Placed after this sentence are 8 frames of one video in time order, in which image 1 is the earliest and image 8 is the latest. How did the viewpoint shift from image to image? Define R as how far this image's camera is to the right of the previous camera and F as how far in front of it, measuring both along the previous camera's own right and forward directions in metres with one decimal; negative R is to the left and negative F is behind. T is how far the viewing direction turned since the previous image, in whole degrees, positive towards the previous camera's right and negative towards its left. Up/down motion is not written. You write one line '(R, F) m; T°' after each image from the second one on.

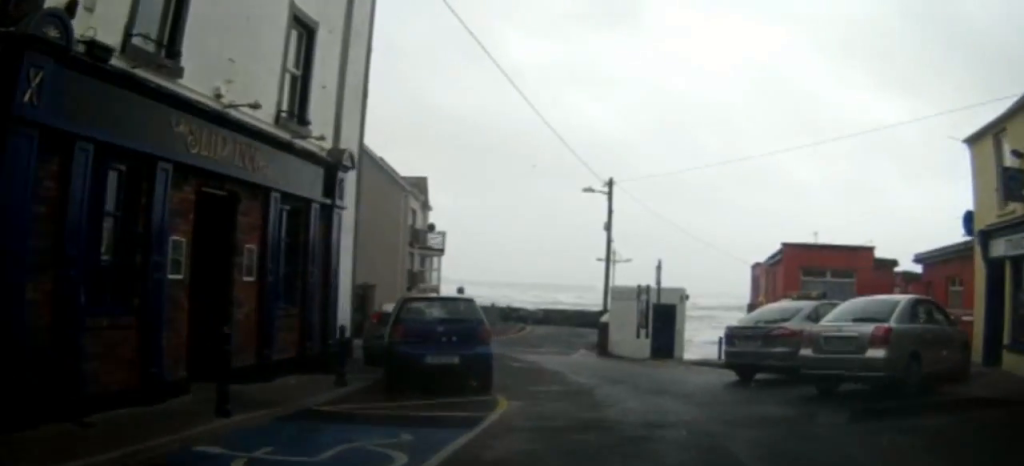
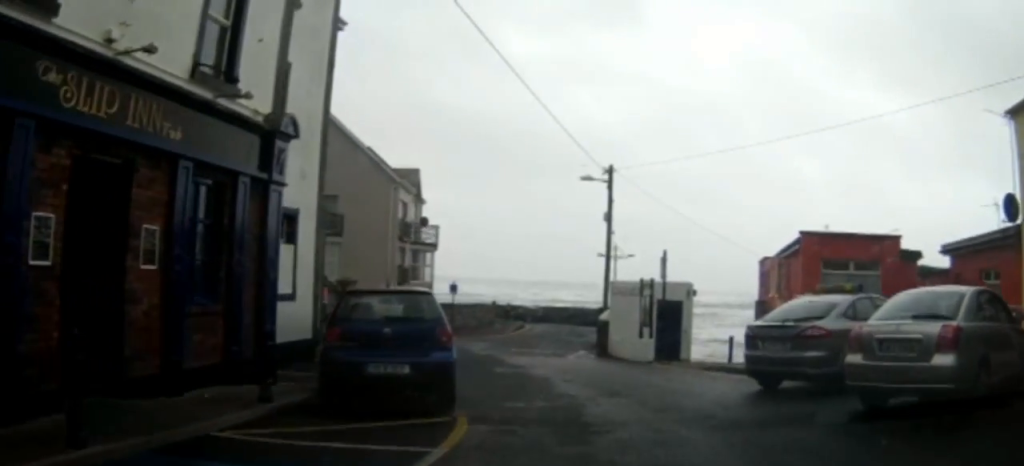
(0.0, +2.3) m; 0°
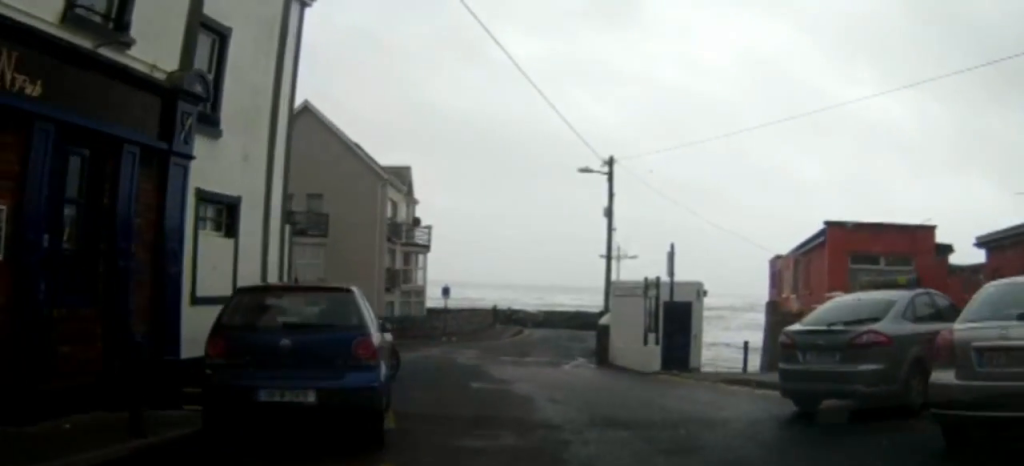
(0.0, +2.6) m; 0°
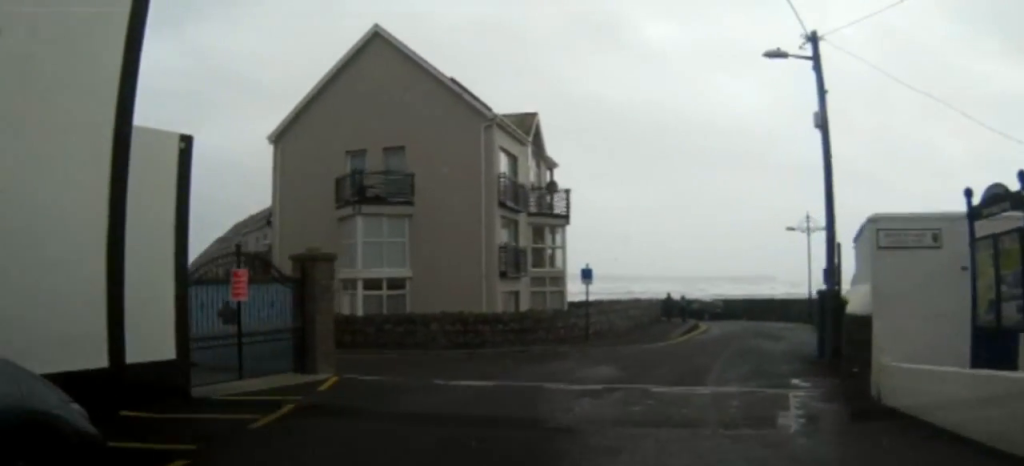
(-0.7, +12.1) m; -11°
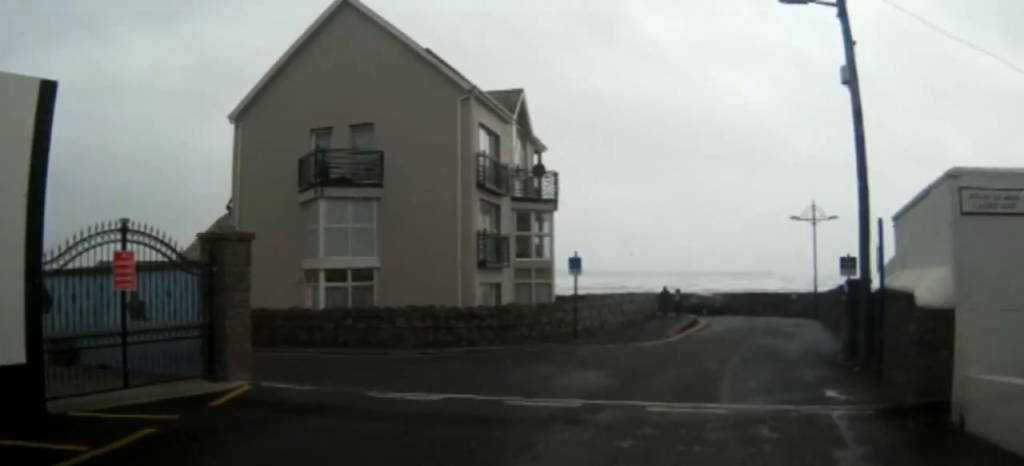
(-0.1, +2.9) m; -2°
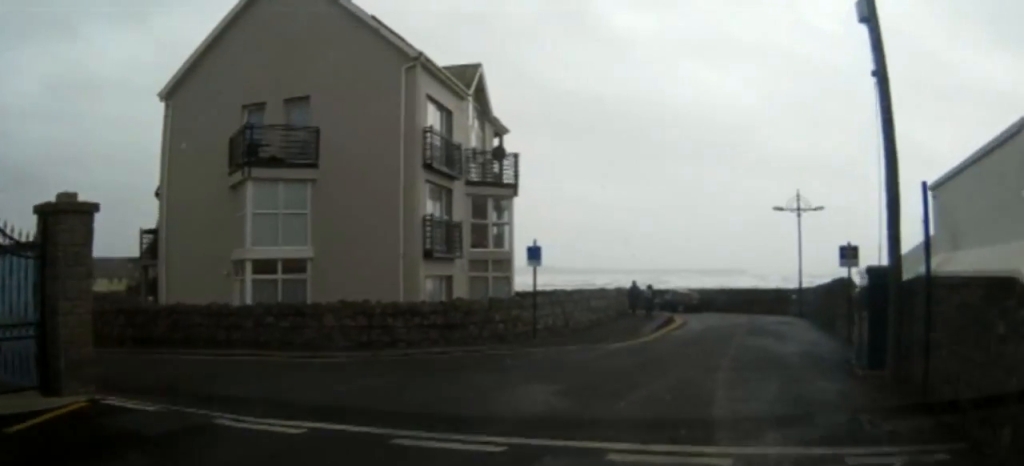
(0.0, +3.0) m; -1°
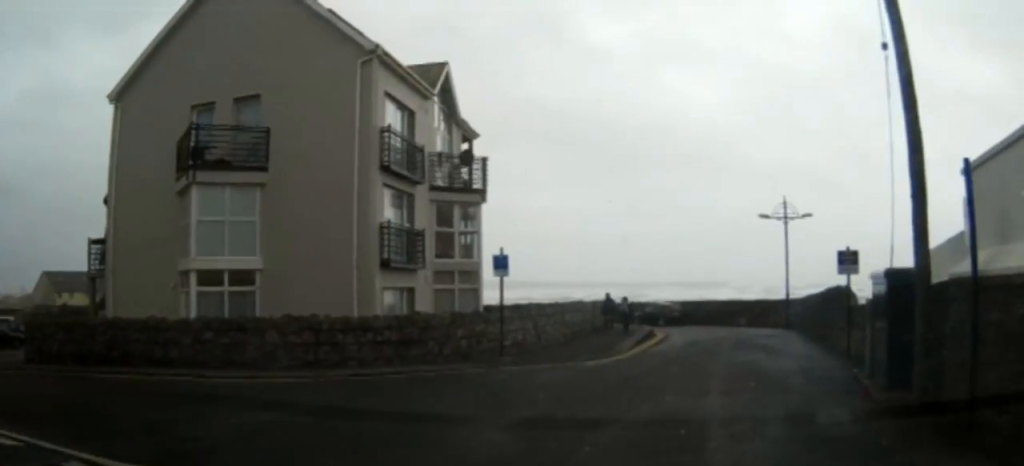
(0.0, +1.9) m; 0°
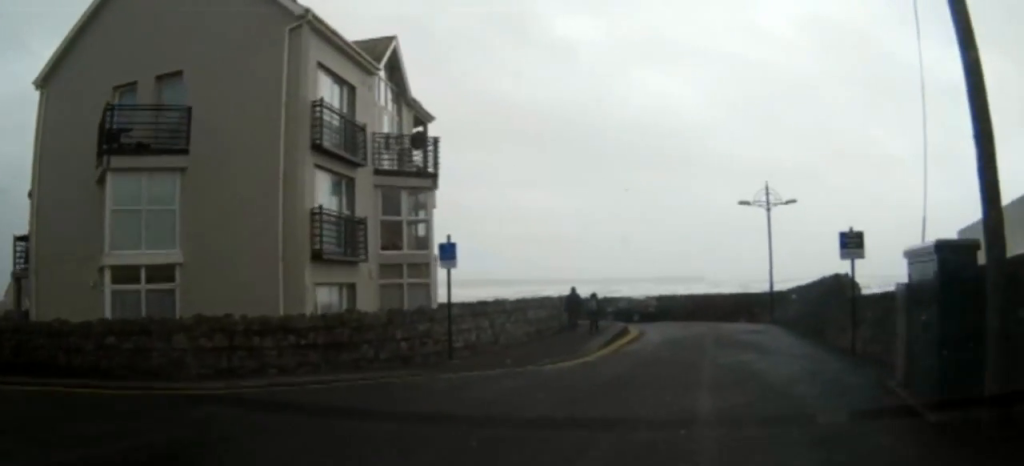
(0.0, +2.6) m; 0°
